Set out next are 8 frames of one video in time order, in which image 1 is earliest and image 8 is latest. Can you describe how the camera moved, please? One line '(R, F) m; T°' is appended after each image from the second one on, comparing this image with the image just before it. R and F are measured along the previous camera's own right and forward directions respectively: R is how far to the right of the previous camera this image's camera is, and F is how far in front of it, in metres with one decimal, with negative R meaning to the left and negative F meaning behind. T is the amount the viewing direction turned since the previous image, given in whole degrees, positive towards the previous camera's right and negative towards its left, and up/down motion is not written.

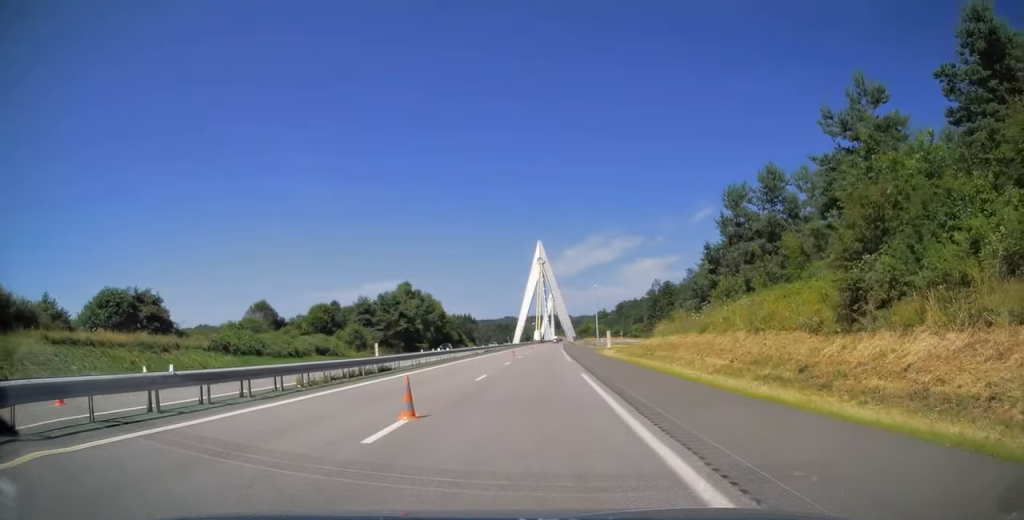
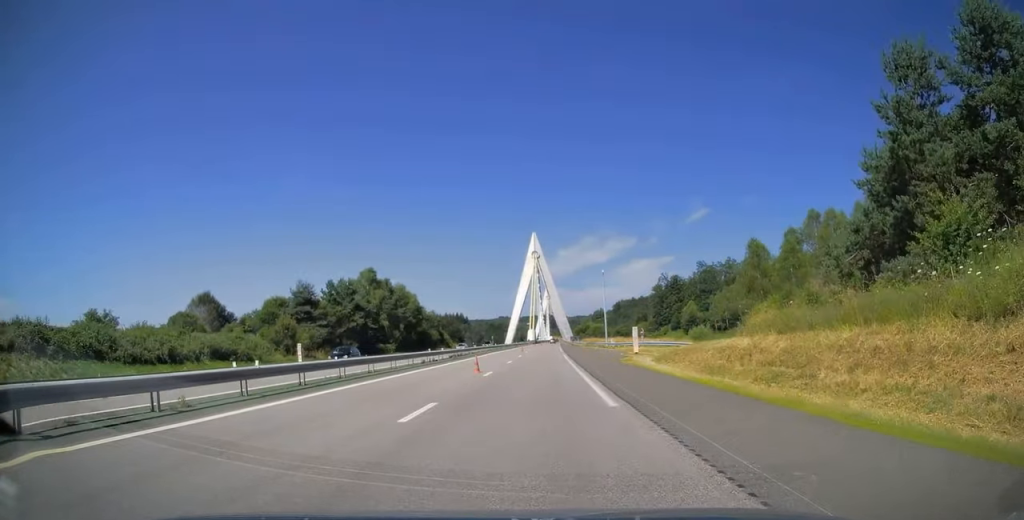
(+0.3, +23.6) m; +1°
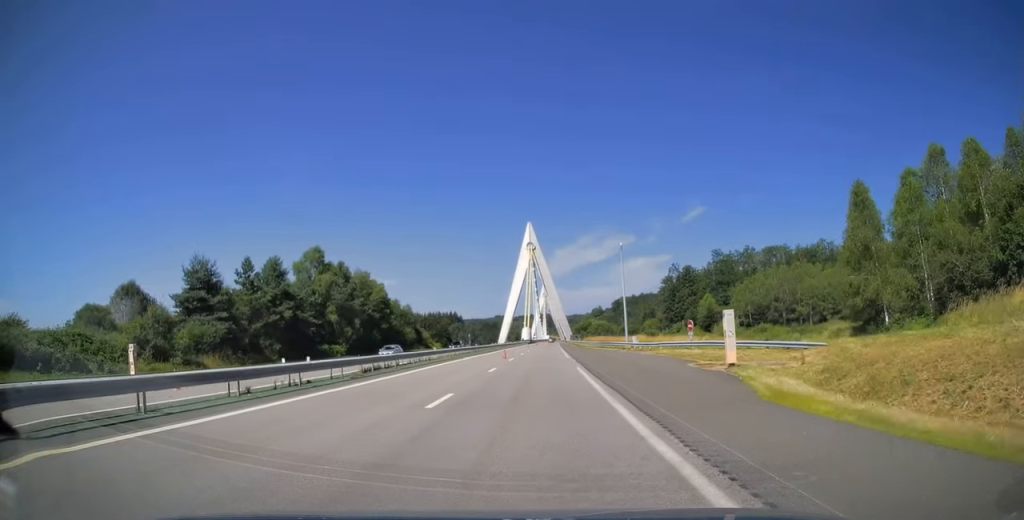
(+0.1, +24.0) m; 0°
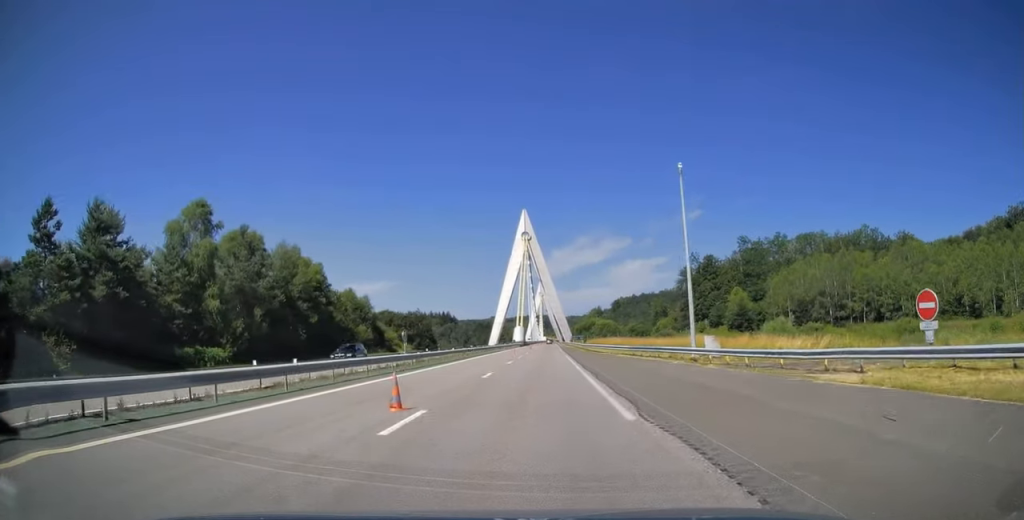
(-0.2, +29.1) m; 0°
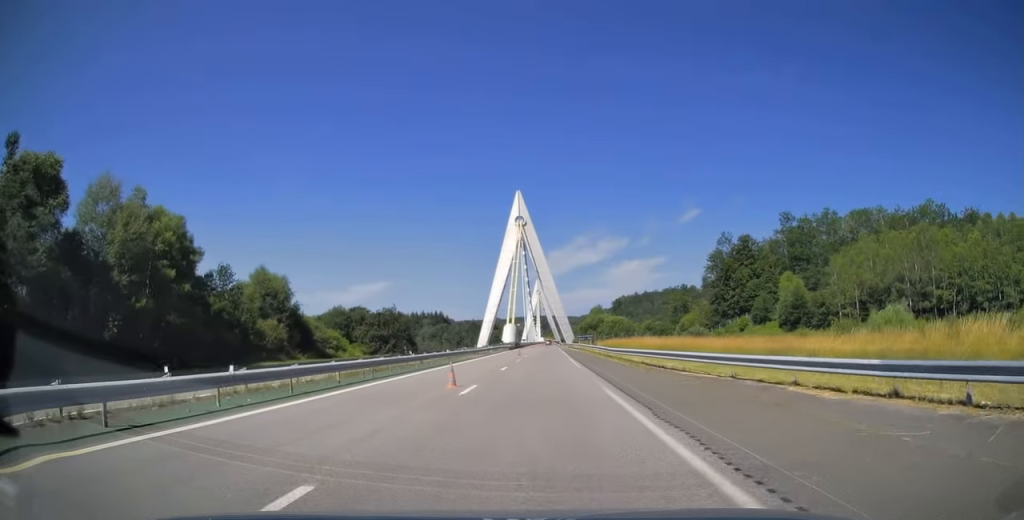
(+0.5, +32.0) m; +1°
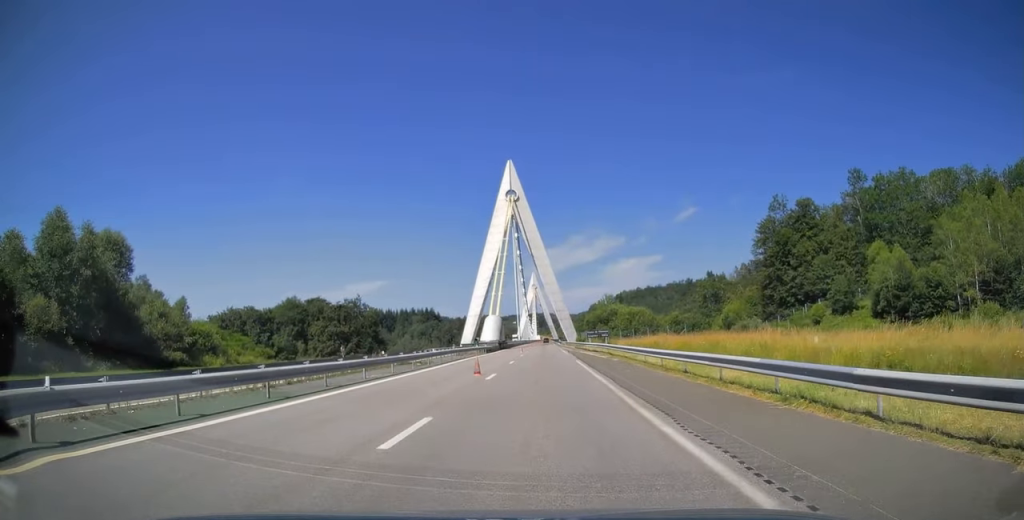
(0.0, +33.7) m; 0°
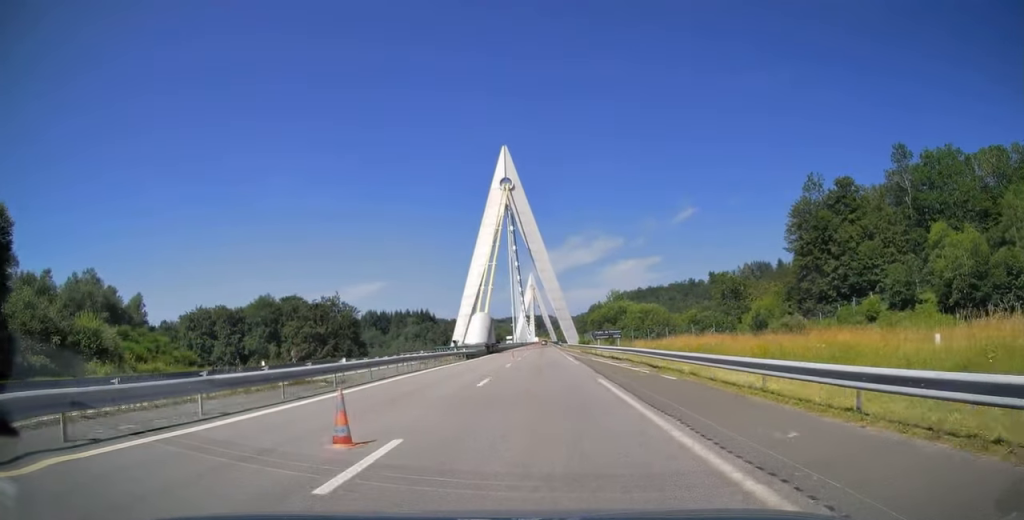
(0.0, +15.1) m; 0°
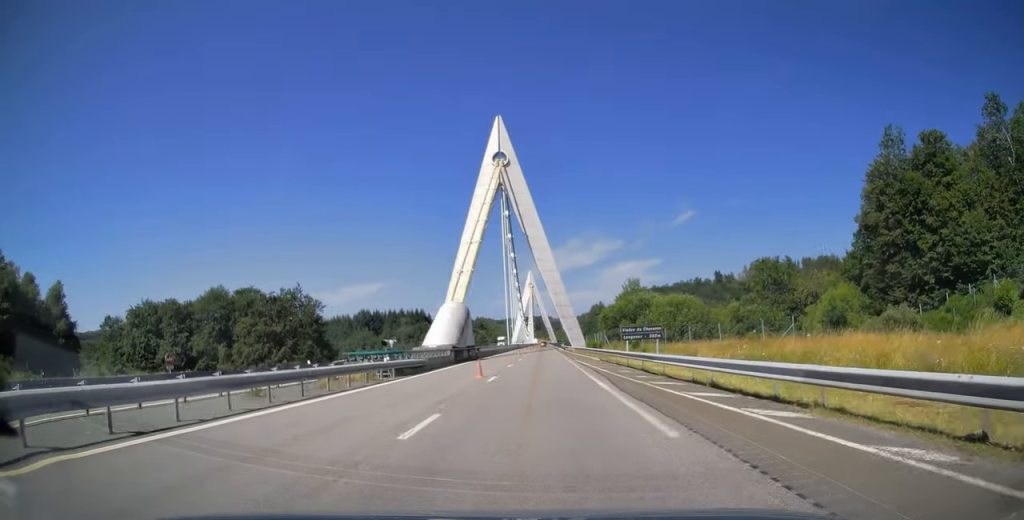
(0.0, +22.8) m; 0°
